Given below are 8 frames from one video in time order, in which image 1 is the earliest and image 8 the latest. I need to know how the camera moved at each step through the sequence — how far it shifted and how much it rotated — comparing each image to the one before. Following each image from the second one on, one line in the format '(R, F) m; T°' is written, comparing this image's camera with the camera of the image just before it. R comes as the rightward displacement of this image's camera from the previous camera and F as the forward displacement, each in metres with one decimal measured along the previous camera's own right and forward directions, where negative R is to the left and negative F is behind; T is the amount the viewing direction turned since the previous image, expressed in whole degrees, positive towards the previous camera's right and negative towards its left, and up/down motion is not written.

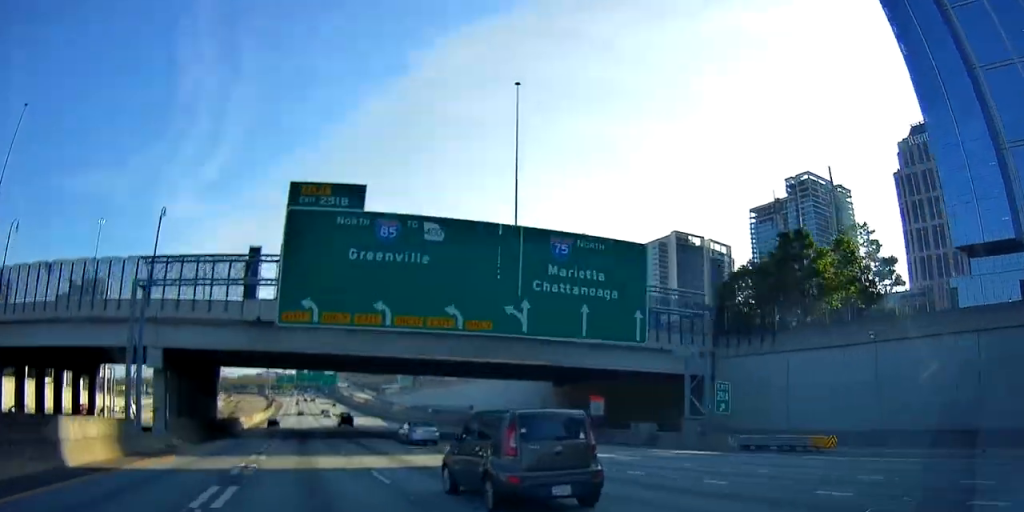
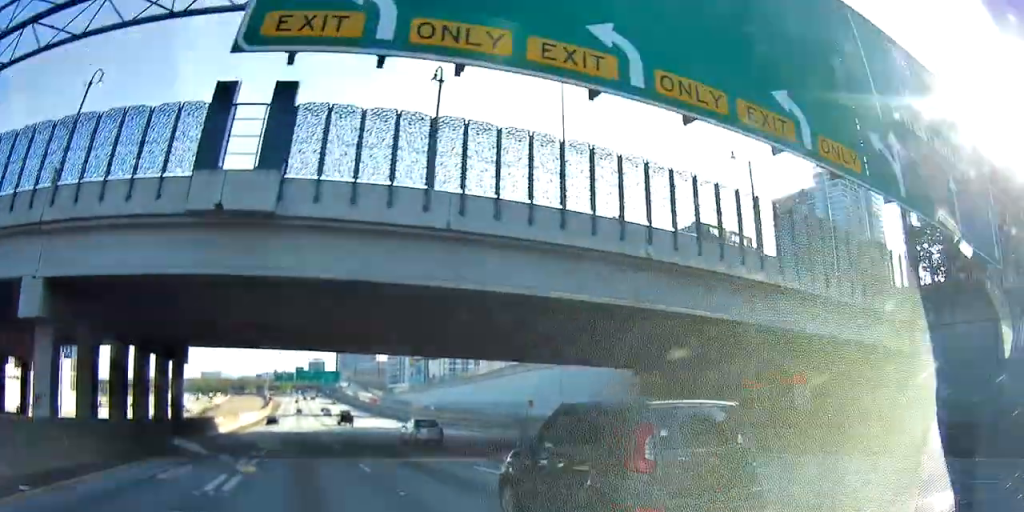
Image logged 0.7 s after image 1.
(-0.1, +22.6) m; 0°
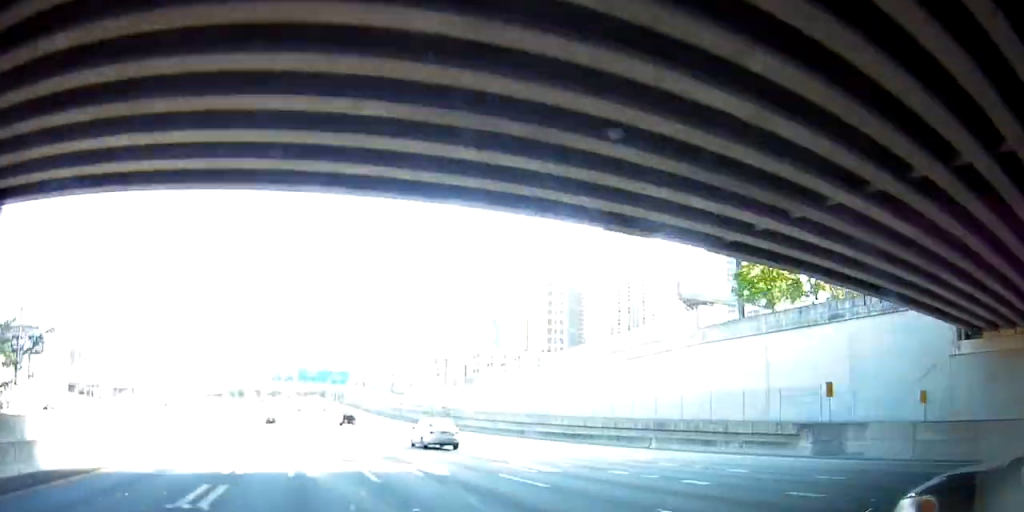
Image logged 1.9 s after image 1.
(0.0, +39.6) m; 0°
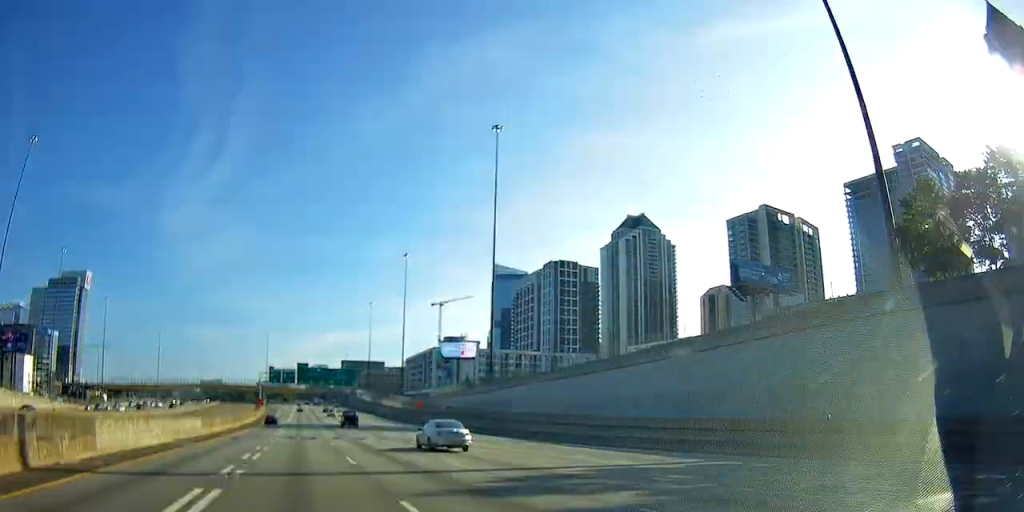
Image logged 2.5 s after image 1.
(0.0, +19.1) m; 0°
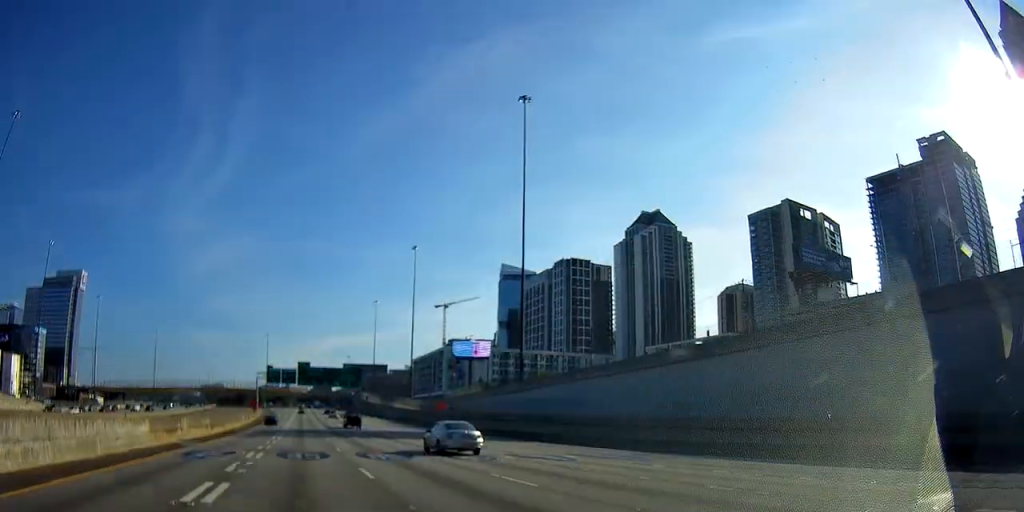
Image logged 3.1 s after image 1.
(0.0, +16.8) m; 0°
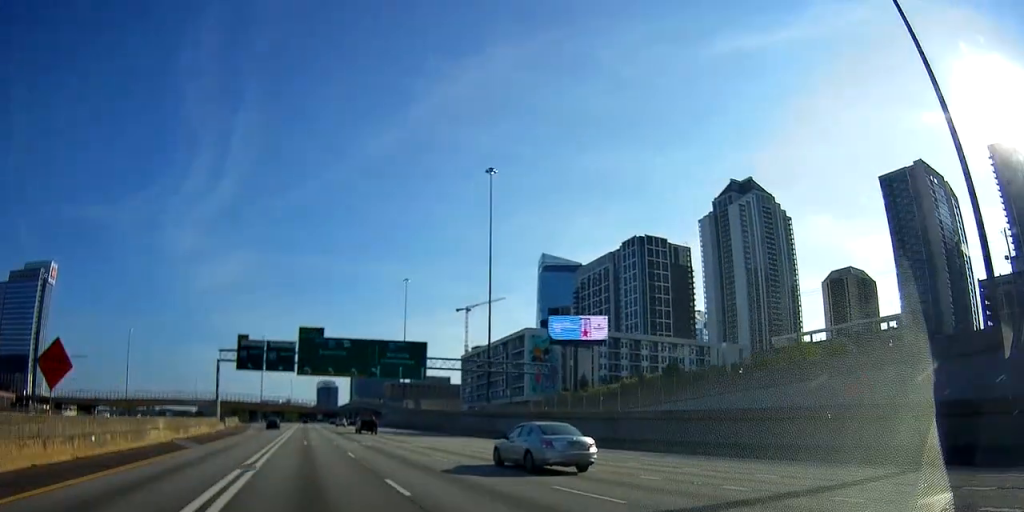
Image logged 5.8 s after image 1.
(+0.9, +88.6) m; 0°
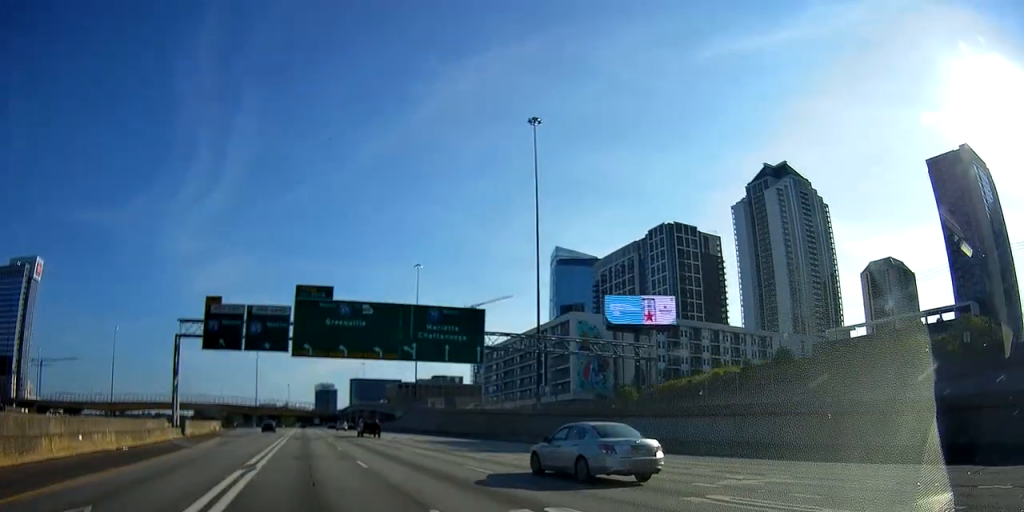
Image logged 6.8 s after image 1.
(-0.1, +29.9) m; 0°
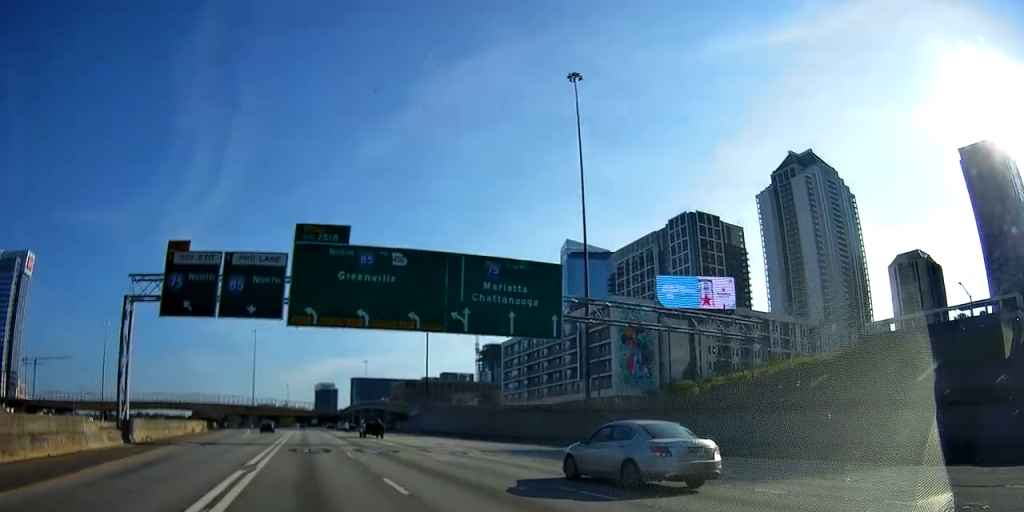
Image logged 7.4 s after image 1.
(0.0, +19.2) m; 0°
